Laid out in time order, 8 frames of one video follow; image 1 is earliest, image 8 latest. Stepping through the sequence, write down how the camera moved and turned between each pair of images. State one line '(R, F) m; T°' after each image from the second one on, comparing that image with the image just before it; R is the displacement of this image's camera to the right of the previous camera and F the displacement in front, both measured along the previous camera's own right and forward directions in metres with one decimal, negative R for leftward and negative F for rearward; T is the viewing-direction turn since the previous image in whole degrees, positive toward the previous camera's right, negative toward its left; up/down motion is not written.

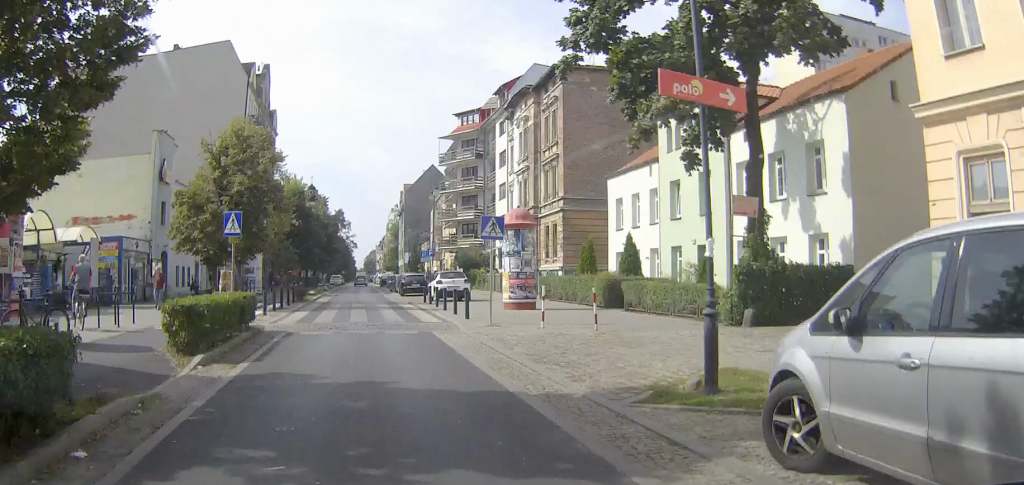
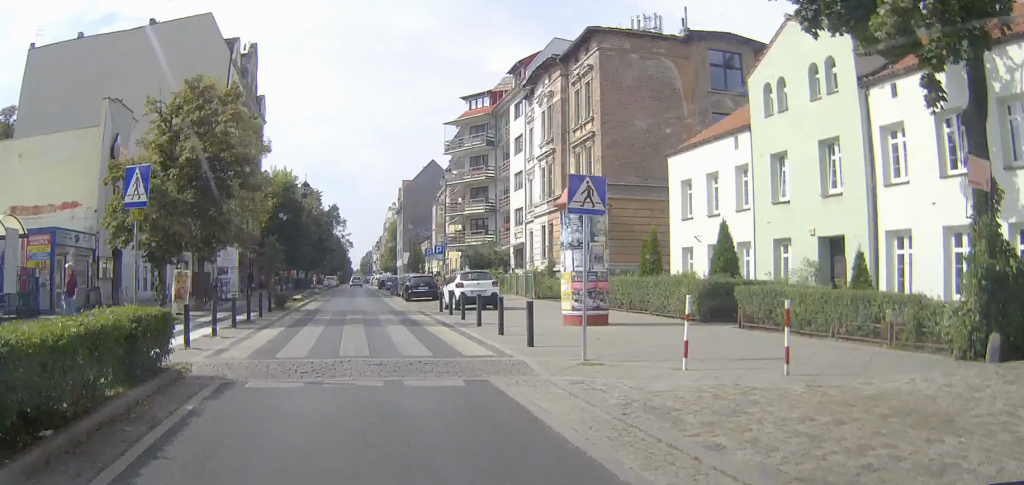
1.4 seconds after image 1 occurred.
(0.0, +8.8) m; +1°
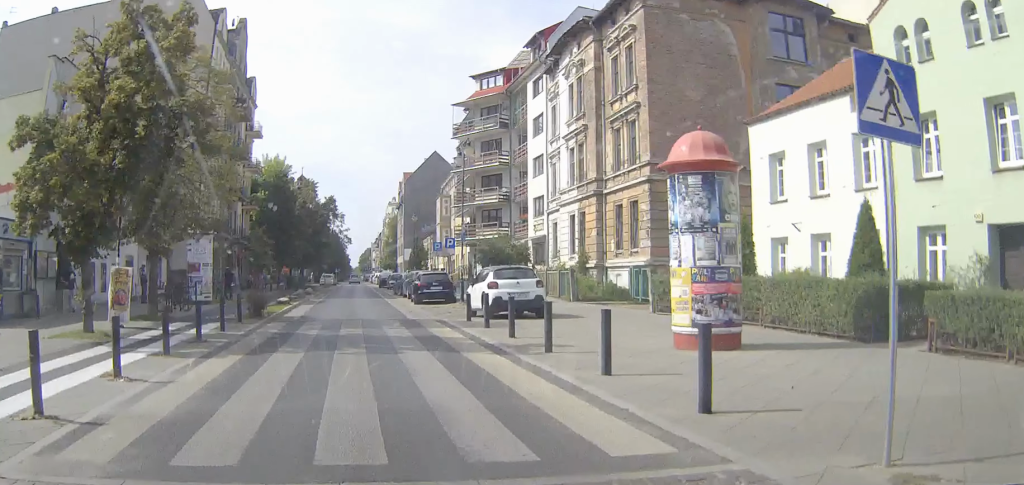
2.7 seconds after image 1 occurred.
(0.0, +7.3) m; +1°
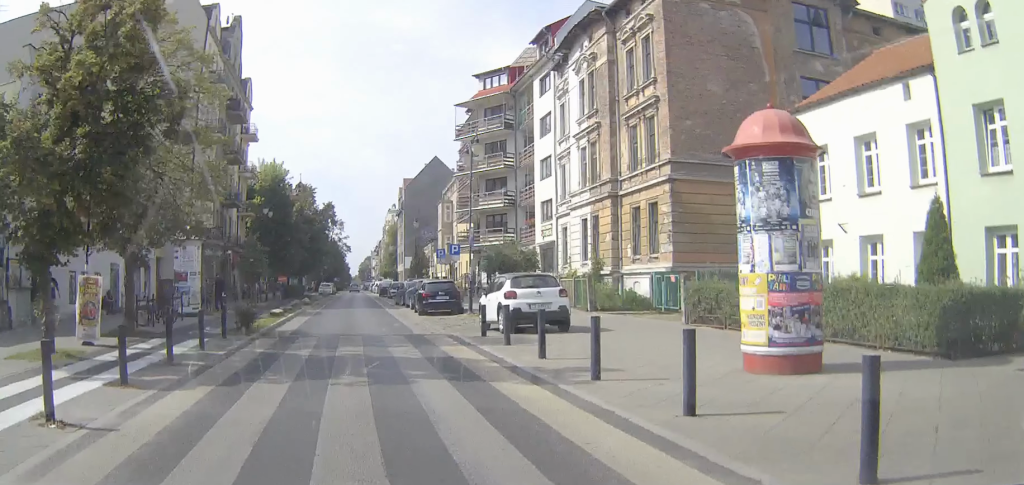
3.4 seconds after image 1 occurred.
(0.0, +3.1) m; +2°
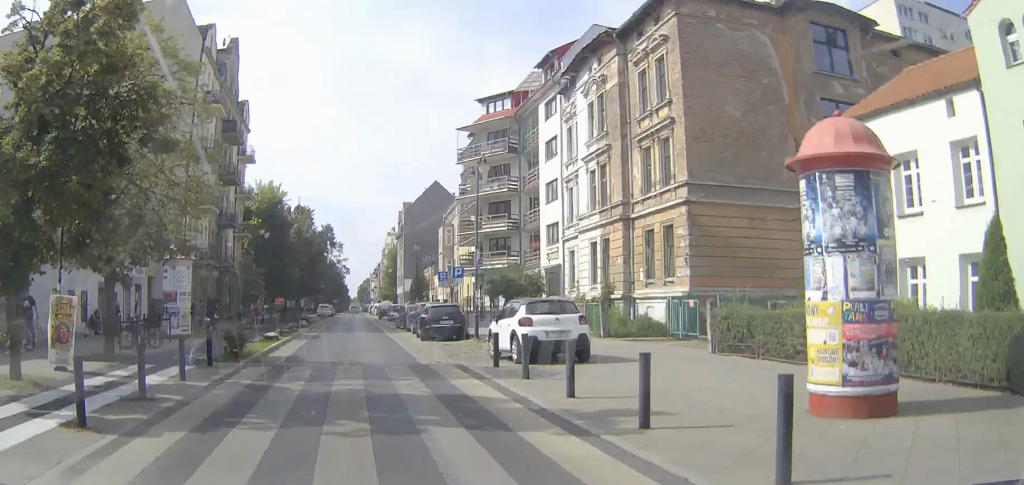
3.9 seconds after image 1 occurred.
(+0.1, +1.9) m; +2°
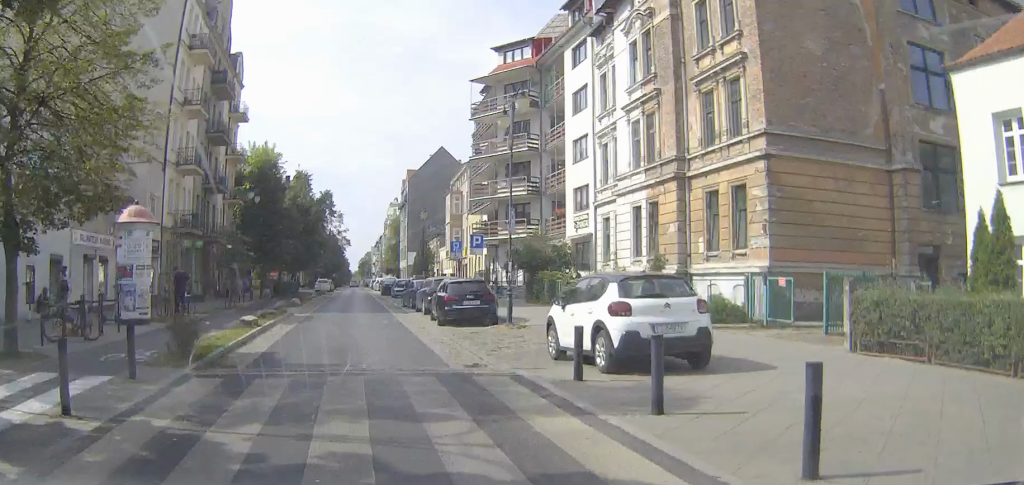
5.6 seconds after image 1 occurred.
(+0.1, +6.1) m; -1°
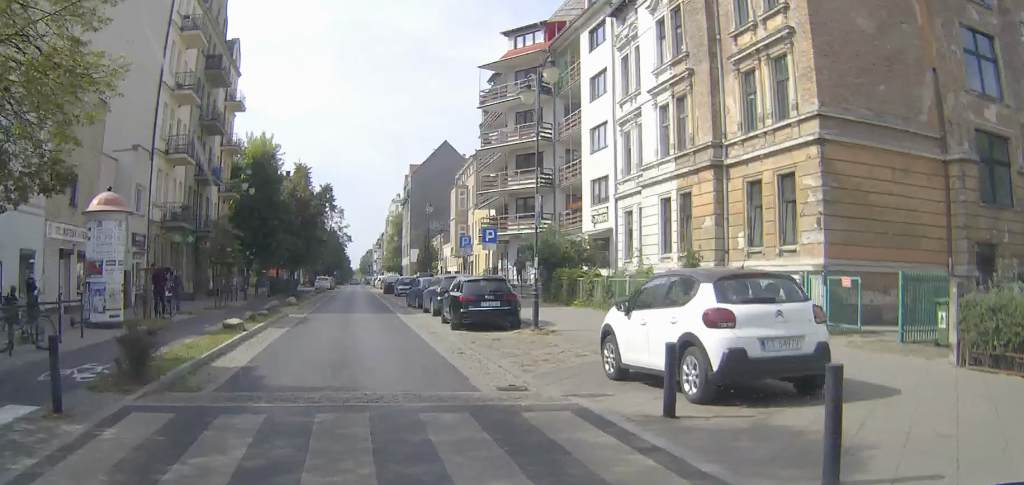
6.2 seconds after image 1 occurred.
(-0.1, +2.8) m; 0°
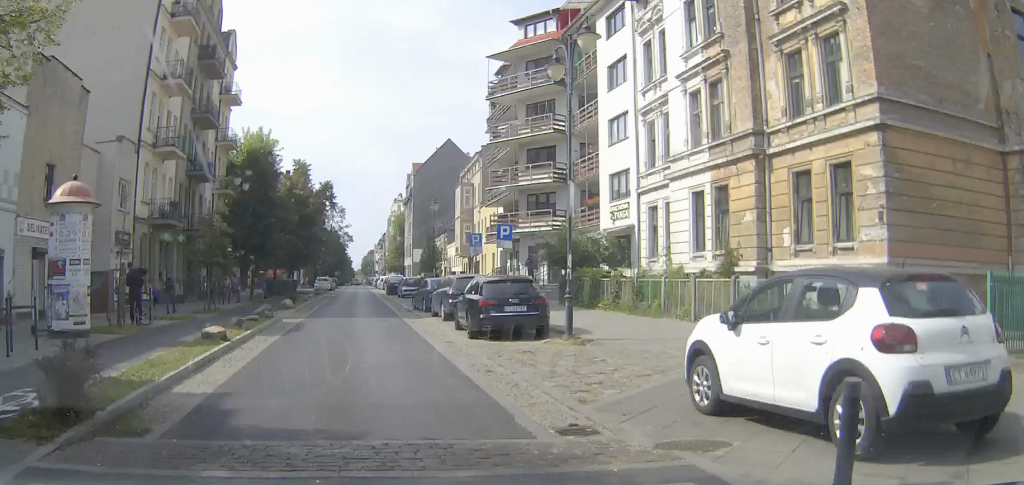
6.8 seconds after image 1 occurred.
(0.0, +2.7) m; 0°
